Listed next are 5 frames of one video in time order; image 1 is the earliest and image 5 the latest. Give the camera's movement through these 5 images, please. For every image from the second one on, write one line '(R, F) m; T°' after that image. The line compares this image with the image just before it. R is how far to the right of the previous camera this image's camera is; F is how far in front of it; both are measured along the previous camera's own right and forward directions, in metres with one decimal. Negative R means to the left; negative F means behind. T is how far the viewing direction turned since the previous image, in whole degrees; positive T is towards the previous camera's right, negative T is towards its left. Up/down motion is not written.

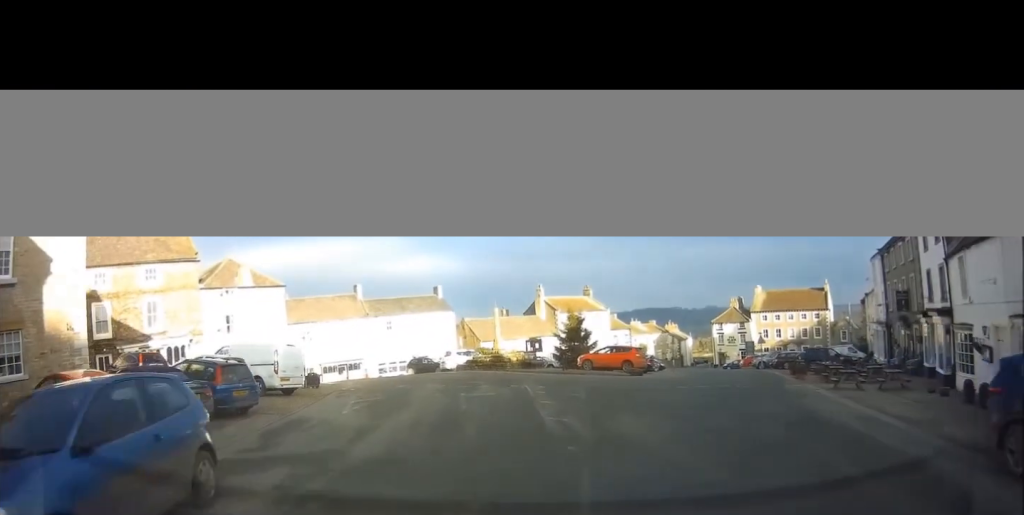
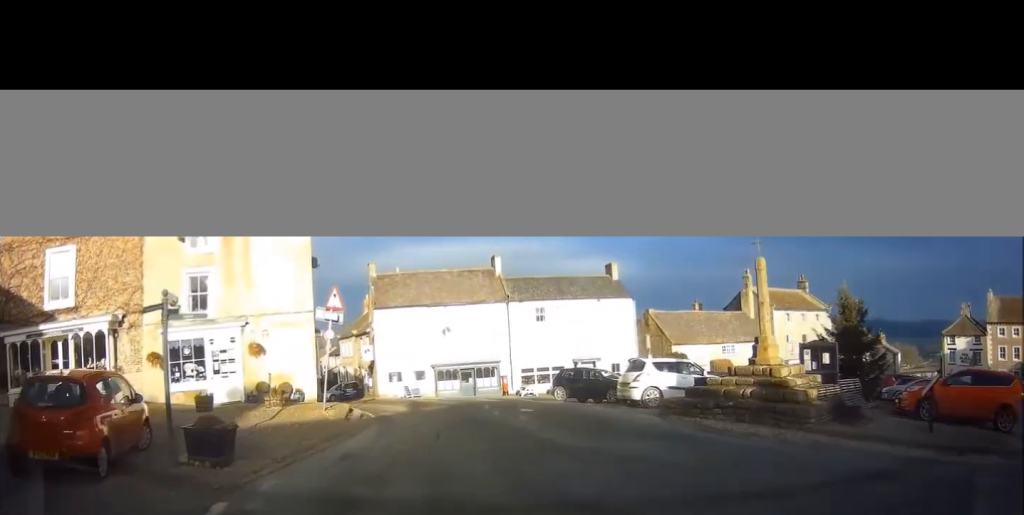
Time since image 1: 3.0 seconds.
(-3.8, +19.3) m; -22°
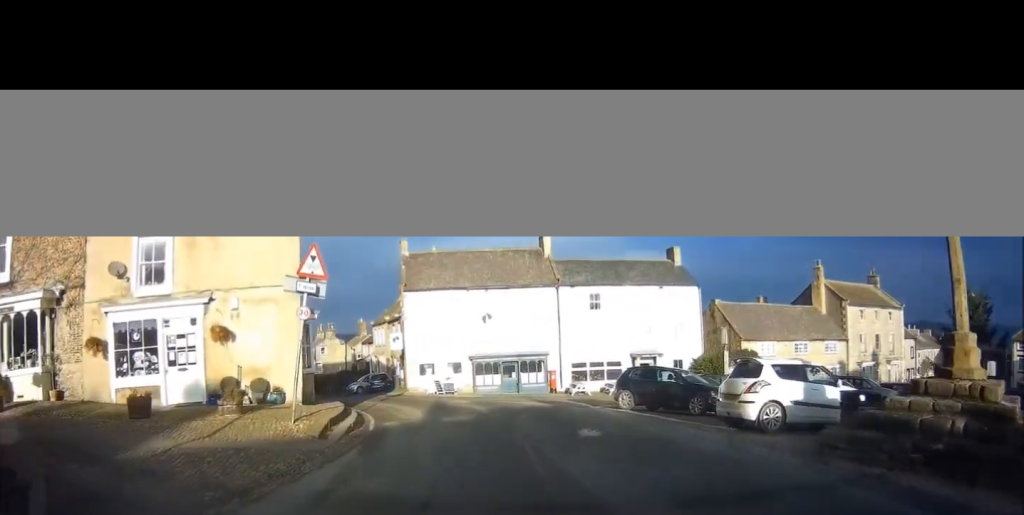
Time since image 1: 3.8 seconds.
(-0.1, +5.0) m; -5°
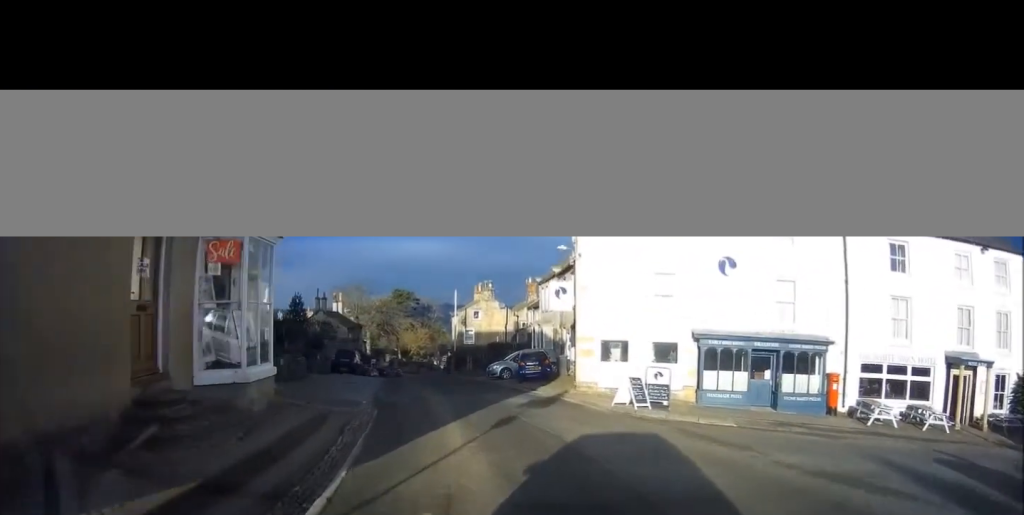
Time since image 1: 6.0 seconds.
(-2.8, +15.7) m; -20°
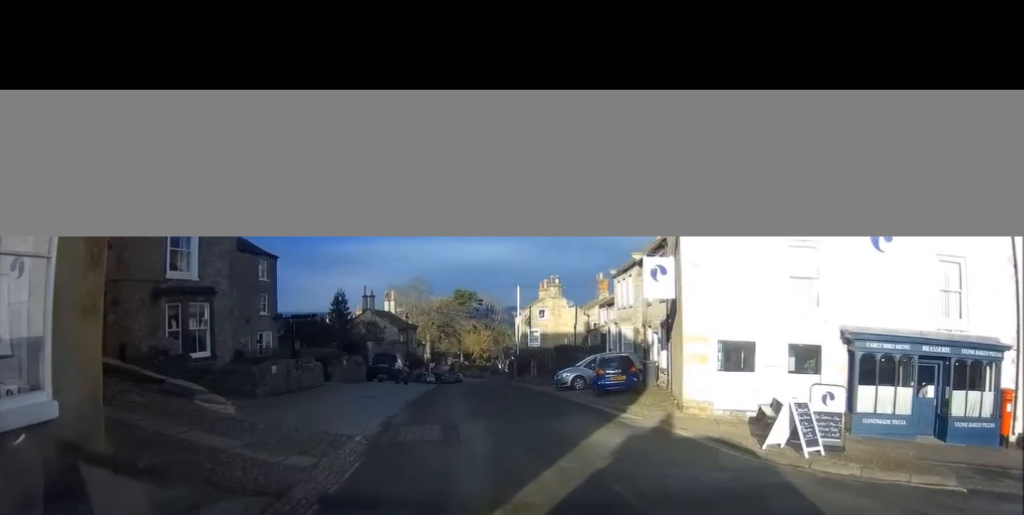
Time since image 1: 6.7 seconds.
(-0.2, +5.5) m; -6°
